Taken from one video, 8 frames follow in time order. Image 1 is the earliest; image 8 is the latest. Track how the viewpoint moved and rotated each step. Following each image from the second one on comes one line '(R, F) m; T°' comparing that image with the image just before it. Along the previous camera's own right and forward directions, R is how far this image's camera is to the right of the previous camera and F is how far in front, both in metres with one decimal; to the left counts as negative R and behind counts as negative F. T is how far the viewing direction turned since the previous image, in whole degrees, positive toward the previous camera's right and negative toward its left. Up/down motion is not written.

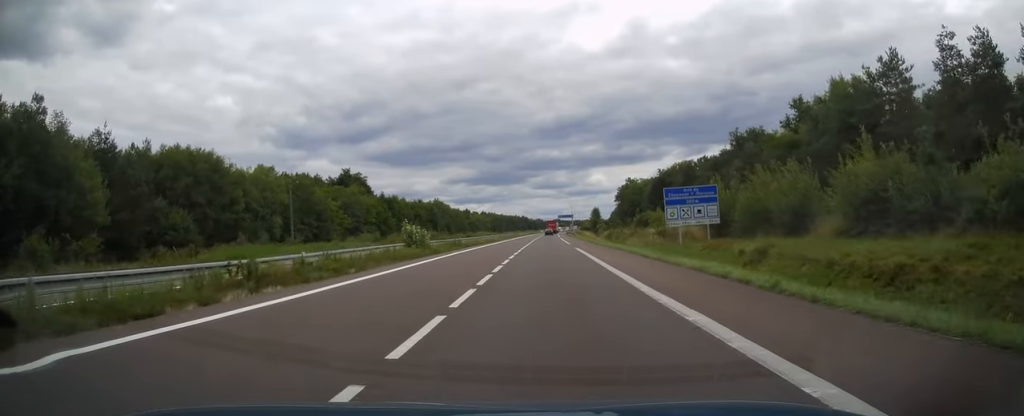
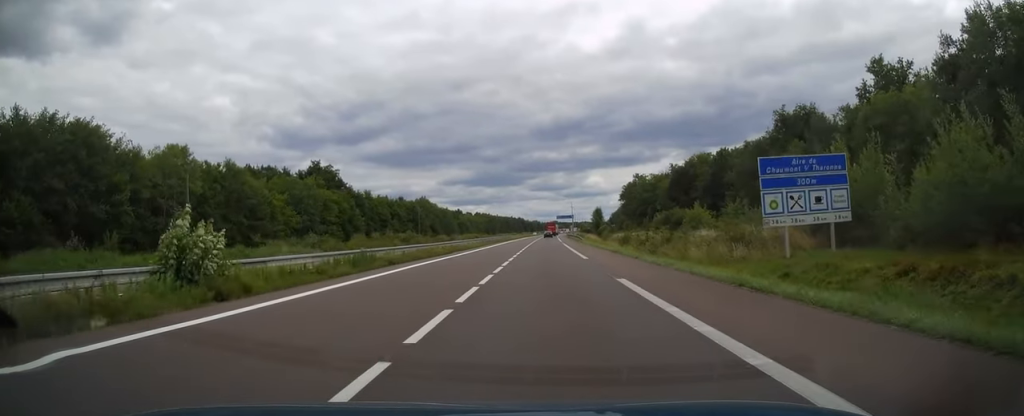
(+0.1, +24.5) m; 0°
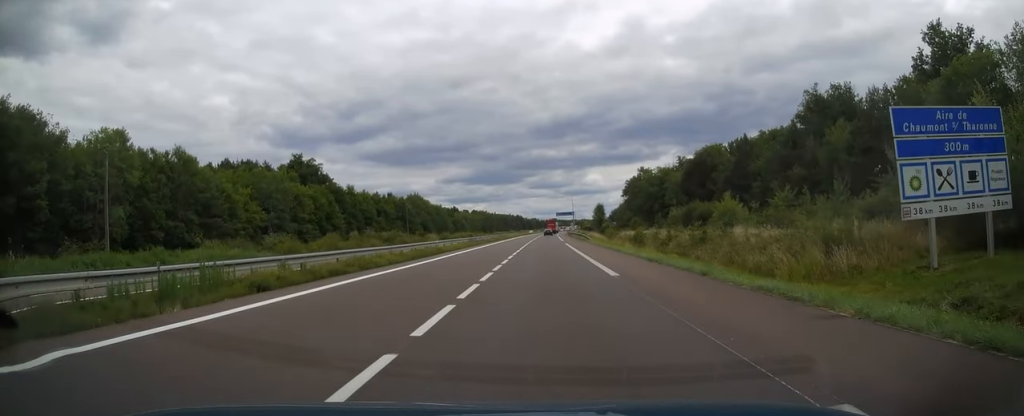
(-0.1, +12.3) m; 0°
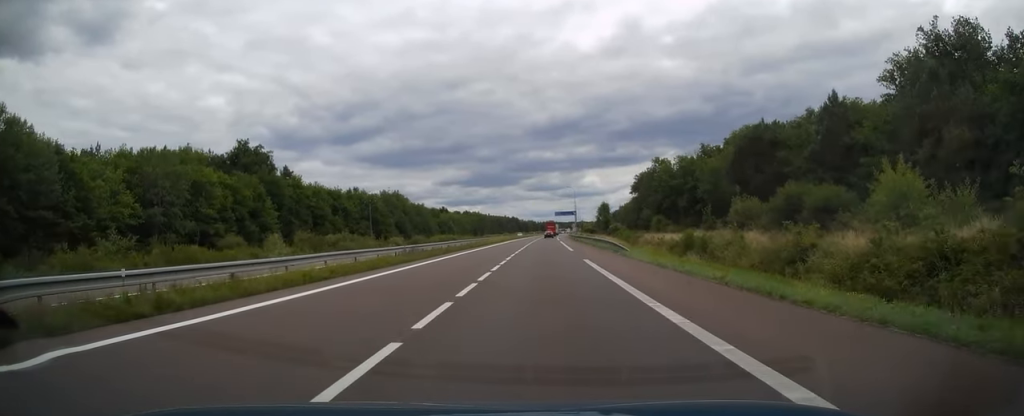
(+0.2, +29.0) m; +1°
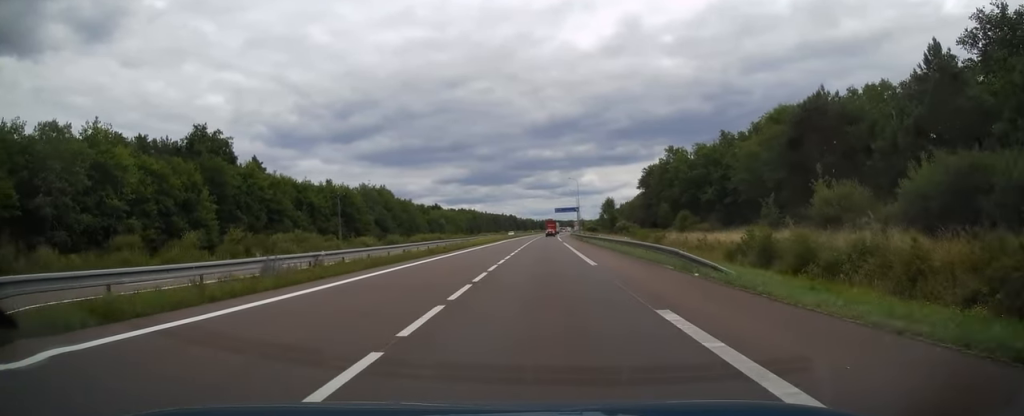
(+0.1, +17.7) m; 0°
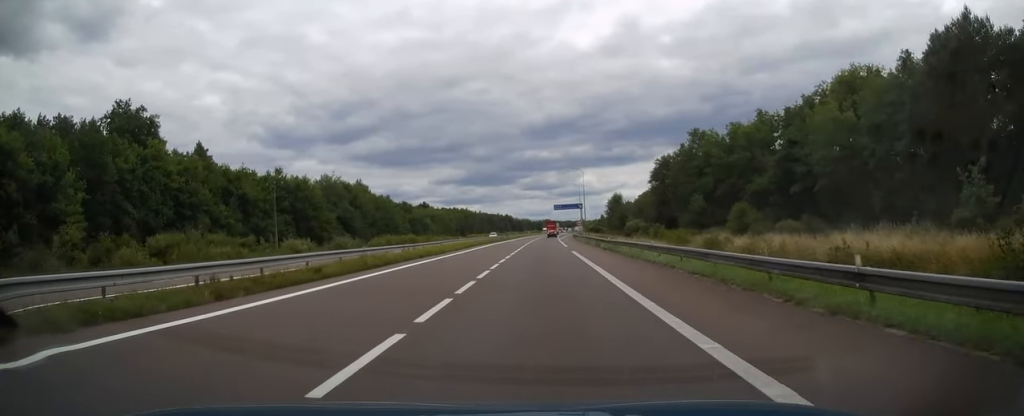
(0.0, +24.1) m; 0°
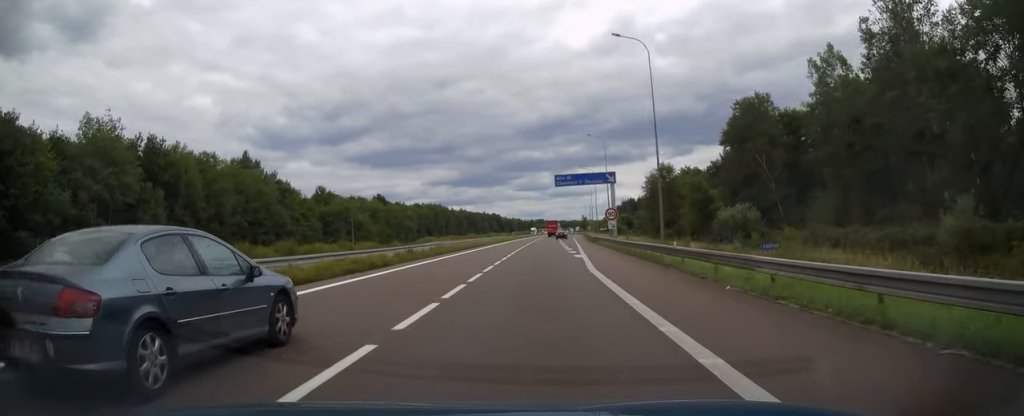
(+0.4, +68.5) m; +1°
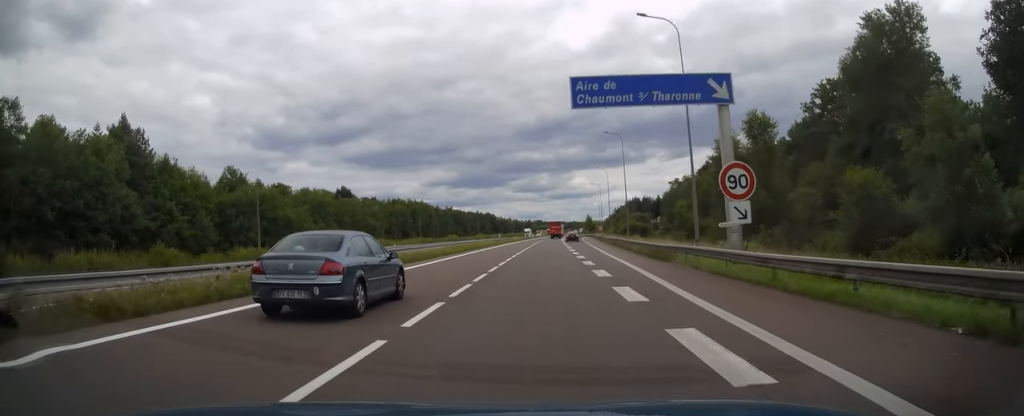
(+0.2, +37.1) m; 0°
